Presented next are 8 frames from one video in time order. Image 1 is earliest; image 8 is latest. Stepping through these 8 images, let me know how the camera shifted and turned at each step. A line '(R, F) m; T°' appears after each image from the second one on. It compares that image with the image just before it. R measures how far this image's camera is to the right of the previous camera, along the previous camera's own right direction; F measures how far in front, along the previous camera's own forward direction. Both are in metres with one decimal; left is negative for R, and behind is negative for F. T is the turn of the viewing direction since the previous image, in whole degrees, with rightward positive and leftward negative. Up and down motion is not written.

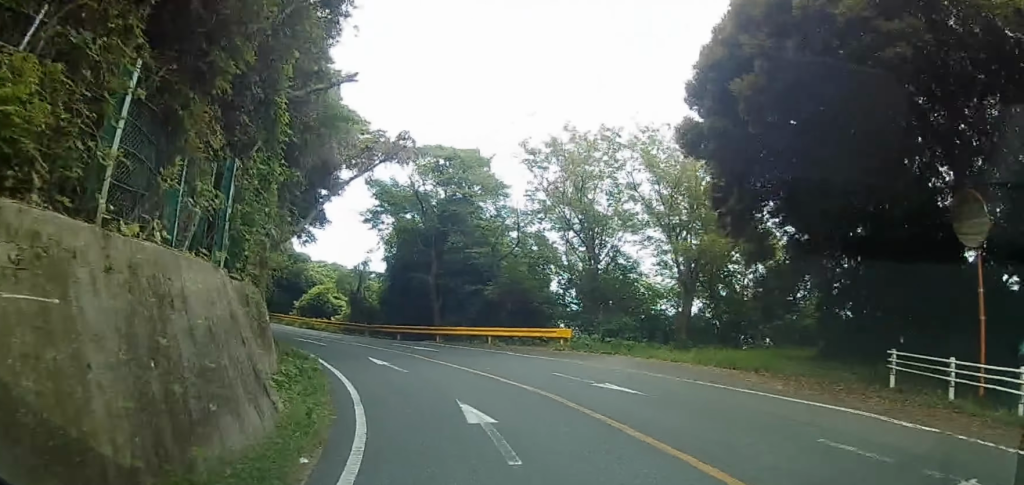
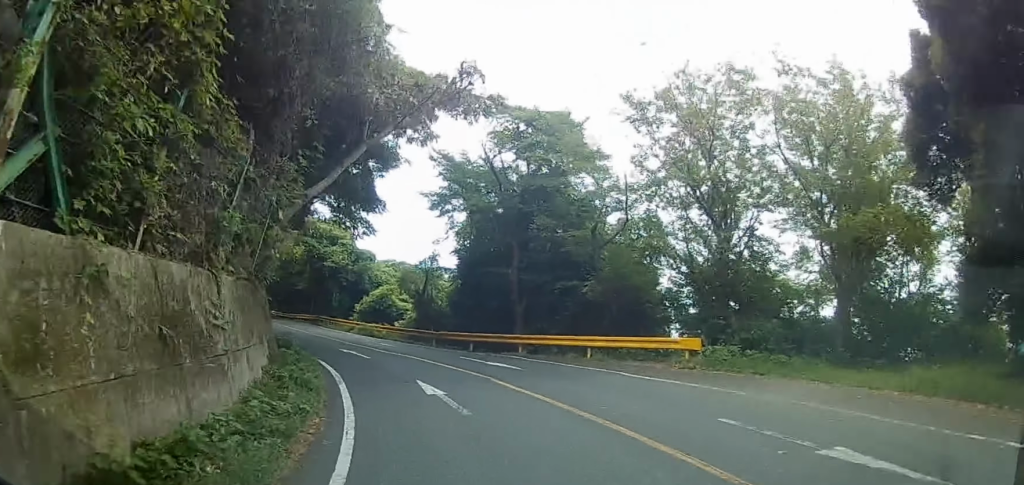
(-0.1, +7.9) m; -5°
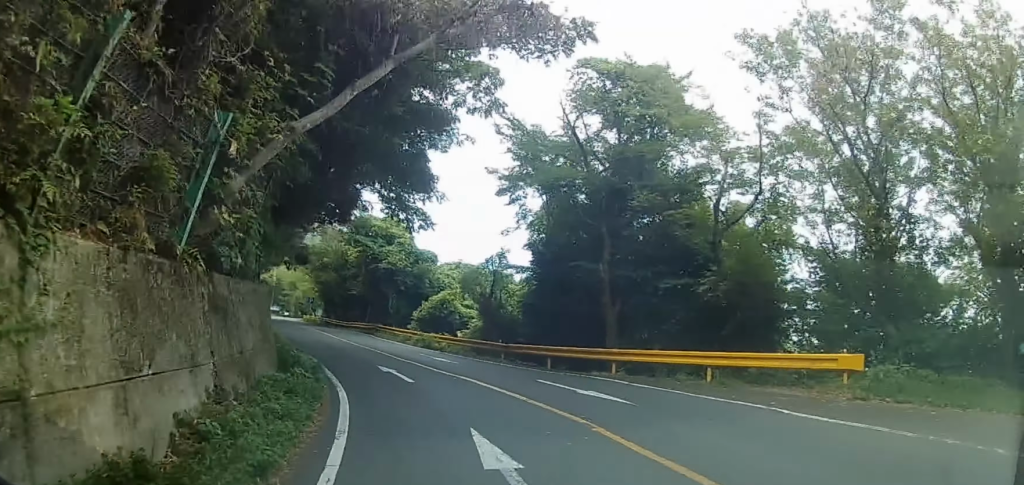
(-0.6, +5.9) m; -5°
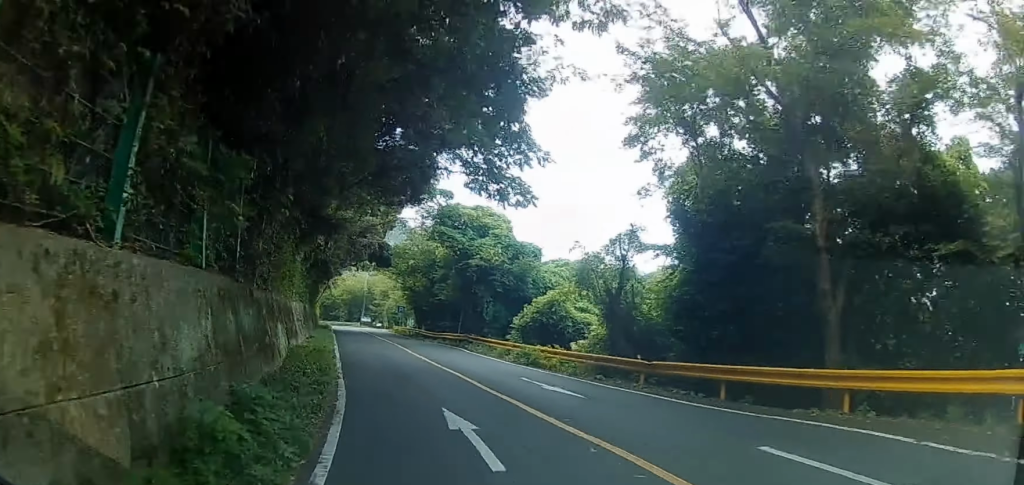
(-0.4, +8.6) m; -6°
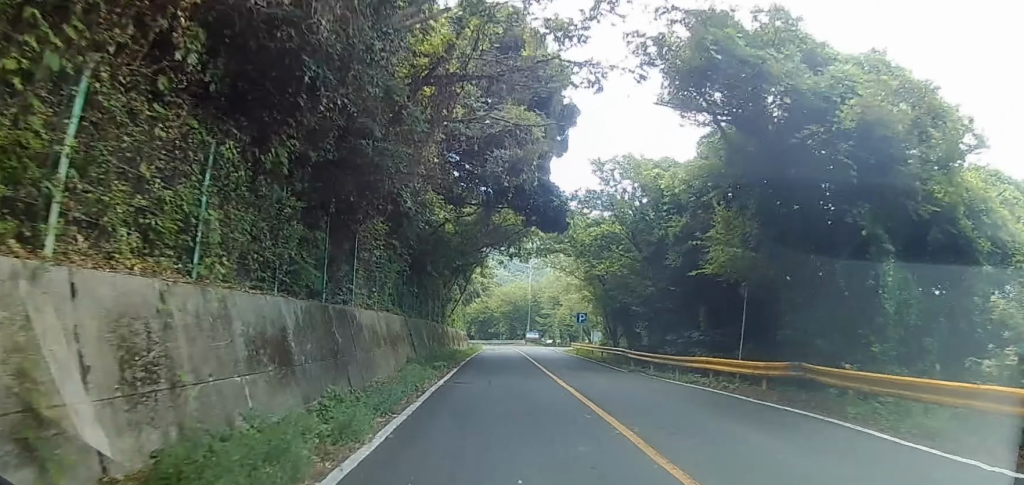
(-4.1, +26.7) m; -23°
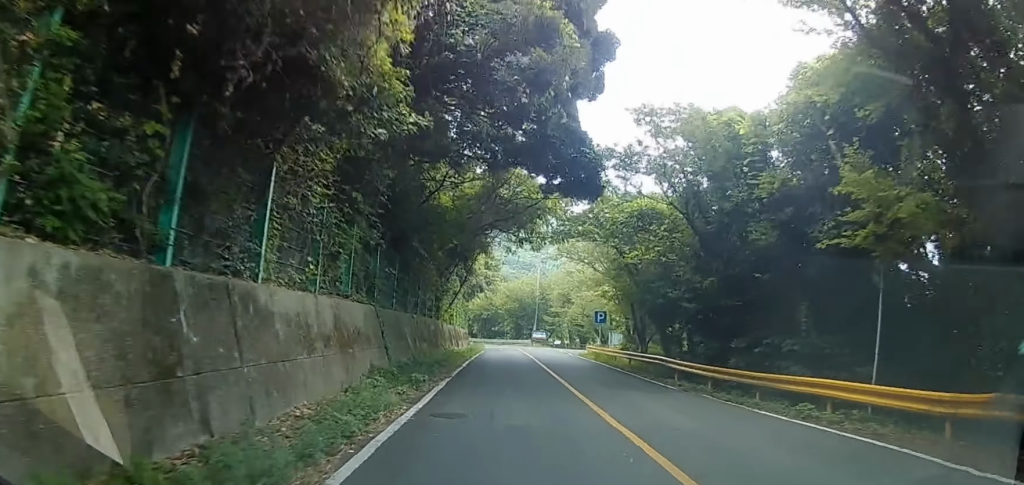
(-1.1, +7.2) m; -6°
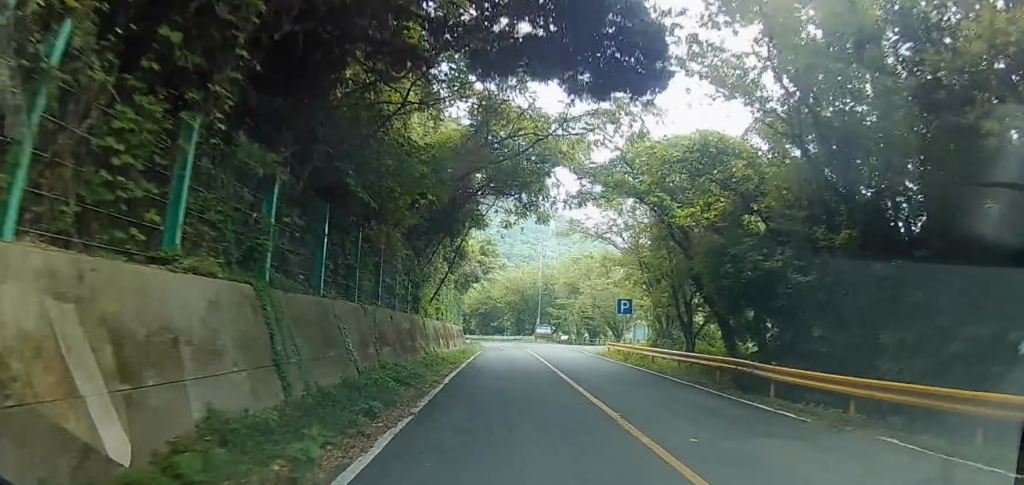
(-0.5, +8.5) m; -3°
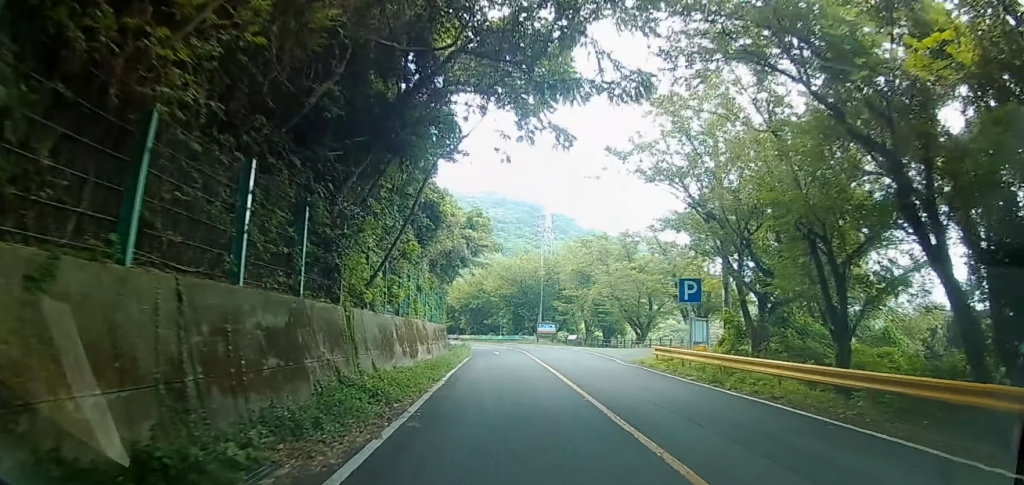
(0.0, +13.1) m; -1°
